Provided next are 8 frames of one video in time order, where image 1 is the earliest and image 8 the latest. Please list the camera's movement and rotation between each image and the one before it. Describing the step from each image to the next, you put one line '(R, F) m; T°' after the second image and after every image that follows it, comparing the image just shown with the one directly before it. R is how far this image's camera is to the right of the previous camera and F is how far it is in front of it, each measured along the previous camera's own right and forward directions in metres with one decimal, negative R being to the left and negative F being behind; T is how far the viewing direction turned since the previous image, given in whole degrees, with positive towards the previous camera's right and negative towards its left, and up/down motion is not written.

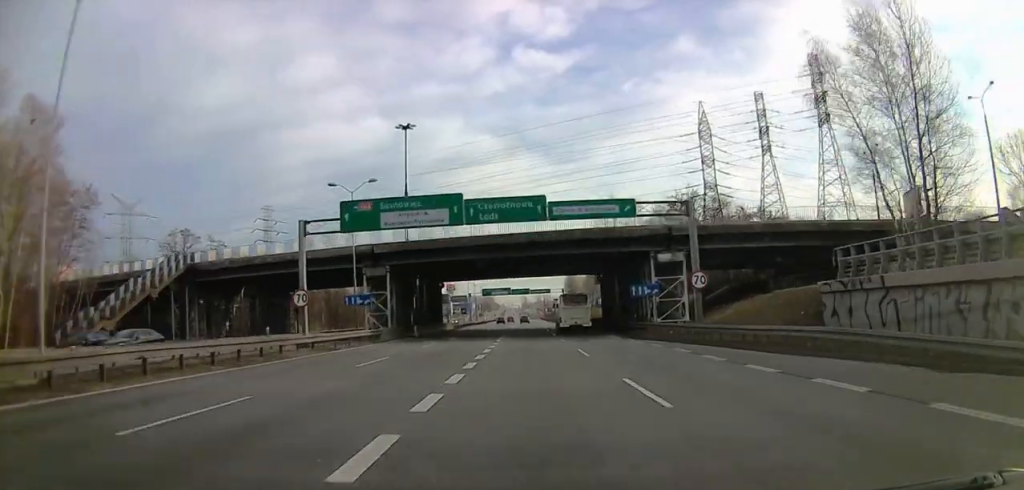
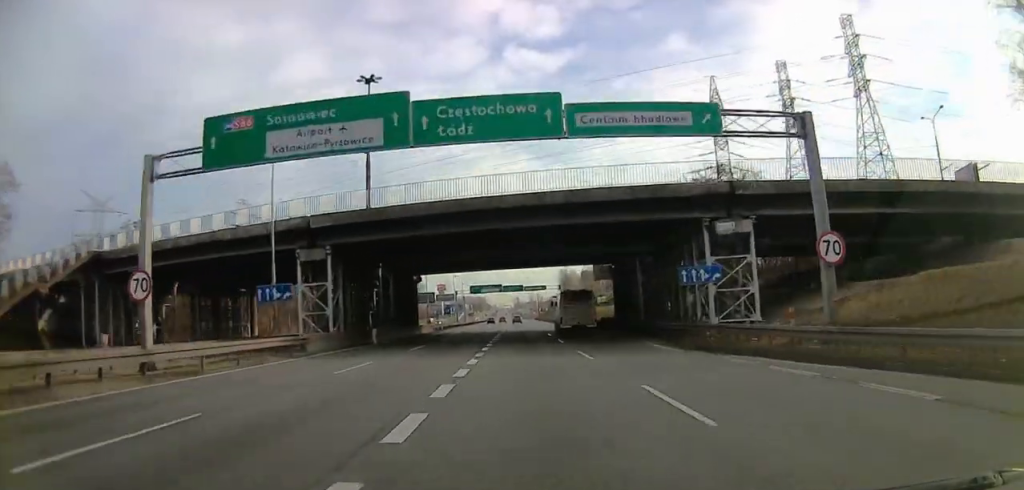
(0.0, +14.9) m; 0°
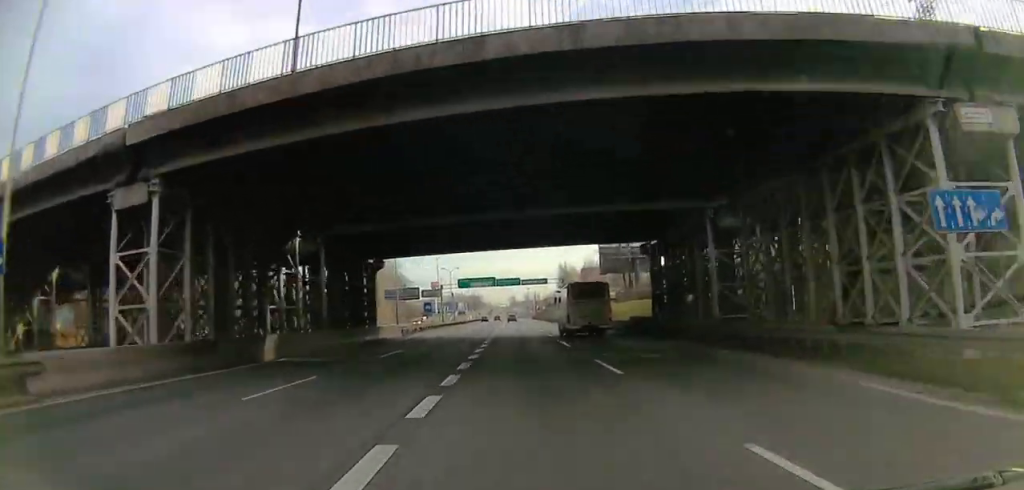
(0.0, +19.1) m; 0°
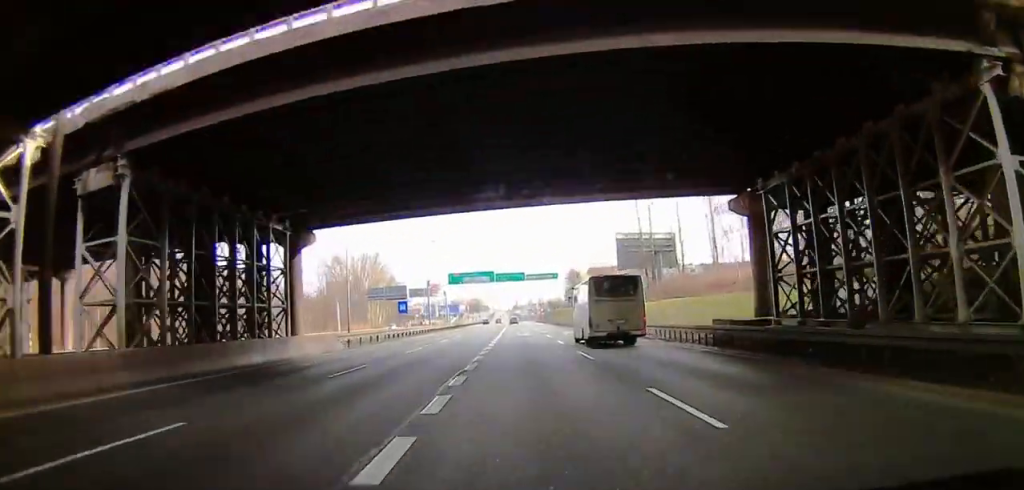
(0.0, +20.2) m; 0°
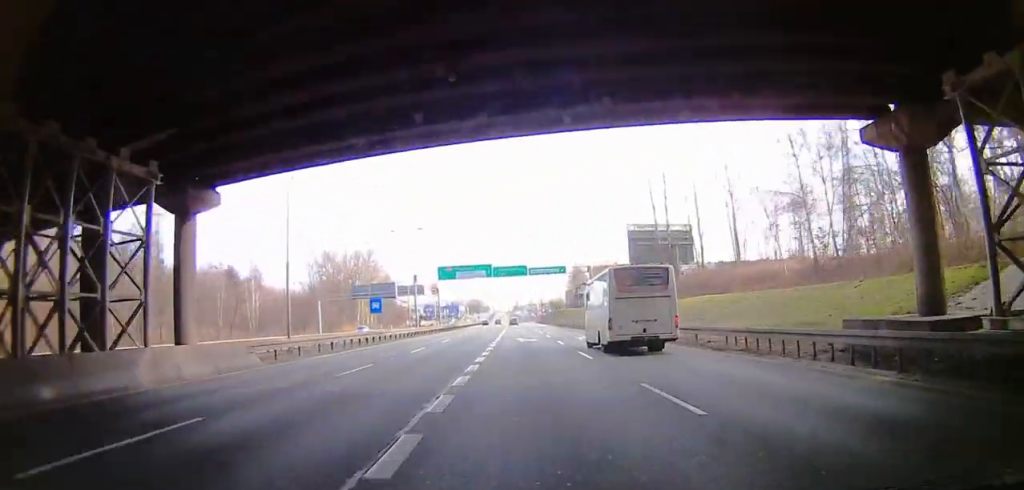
(0.0, +12.2) m; 0°
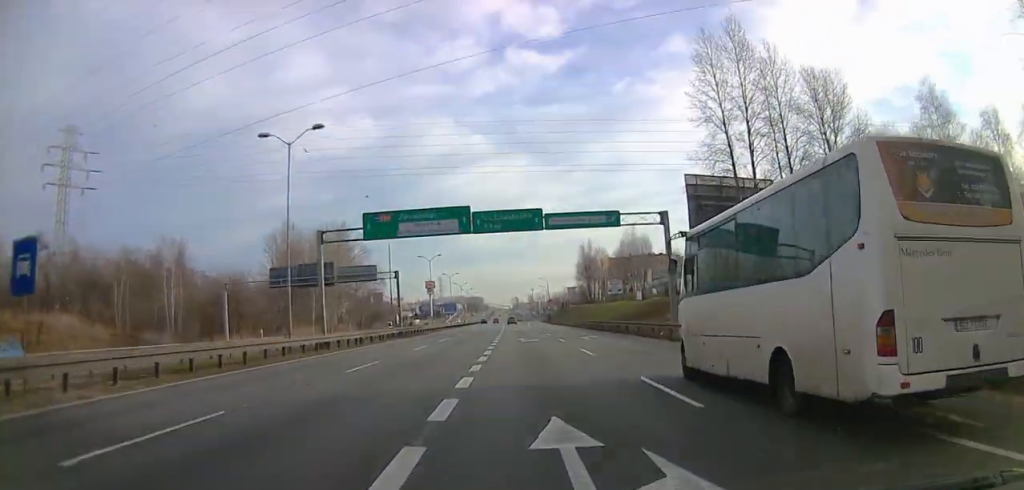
(0.0, +37.9) m; 0°
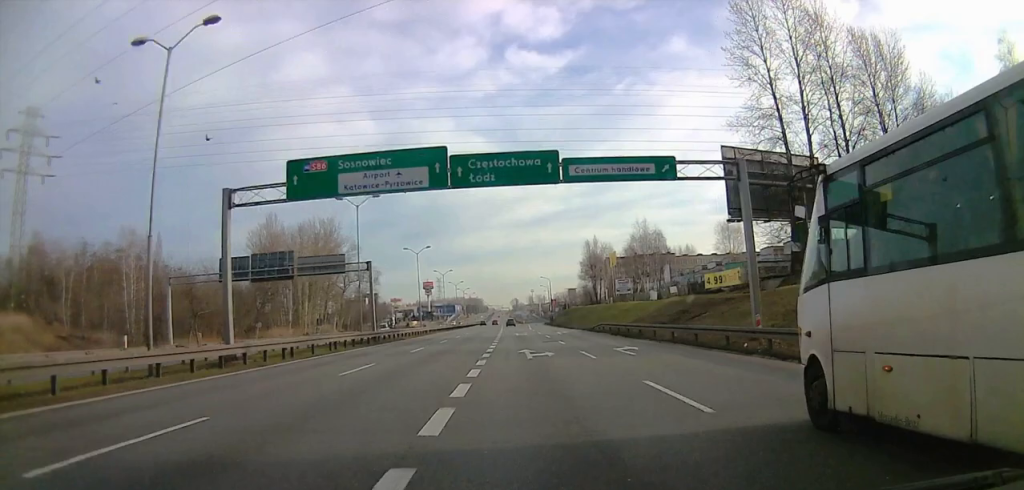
(0.0, +13.2) m; 0°
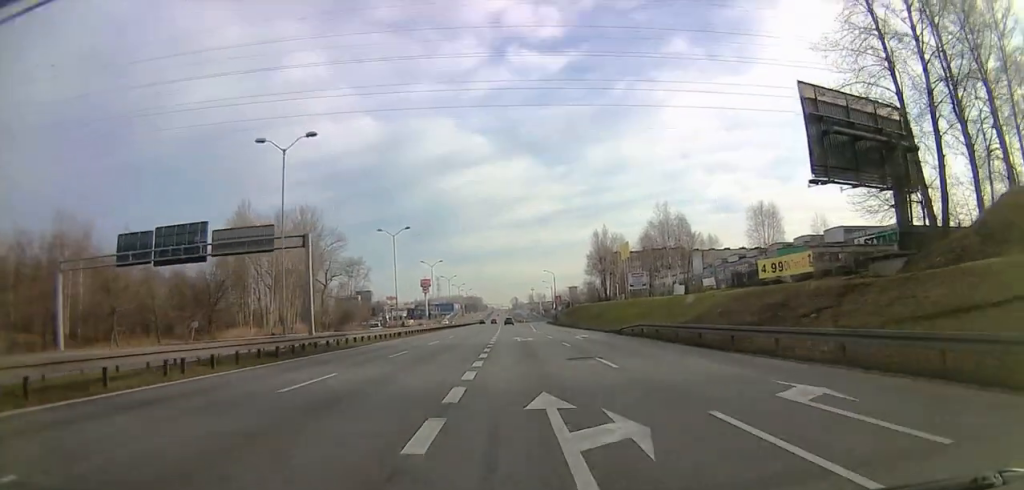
(0.0, +18.2) m; 0°
